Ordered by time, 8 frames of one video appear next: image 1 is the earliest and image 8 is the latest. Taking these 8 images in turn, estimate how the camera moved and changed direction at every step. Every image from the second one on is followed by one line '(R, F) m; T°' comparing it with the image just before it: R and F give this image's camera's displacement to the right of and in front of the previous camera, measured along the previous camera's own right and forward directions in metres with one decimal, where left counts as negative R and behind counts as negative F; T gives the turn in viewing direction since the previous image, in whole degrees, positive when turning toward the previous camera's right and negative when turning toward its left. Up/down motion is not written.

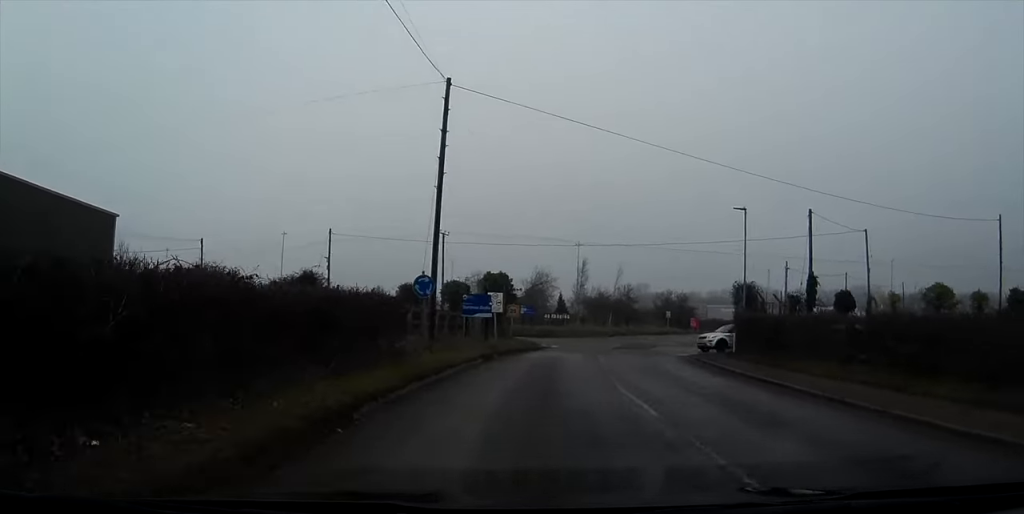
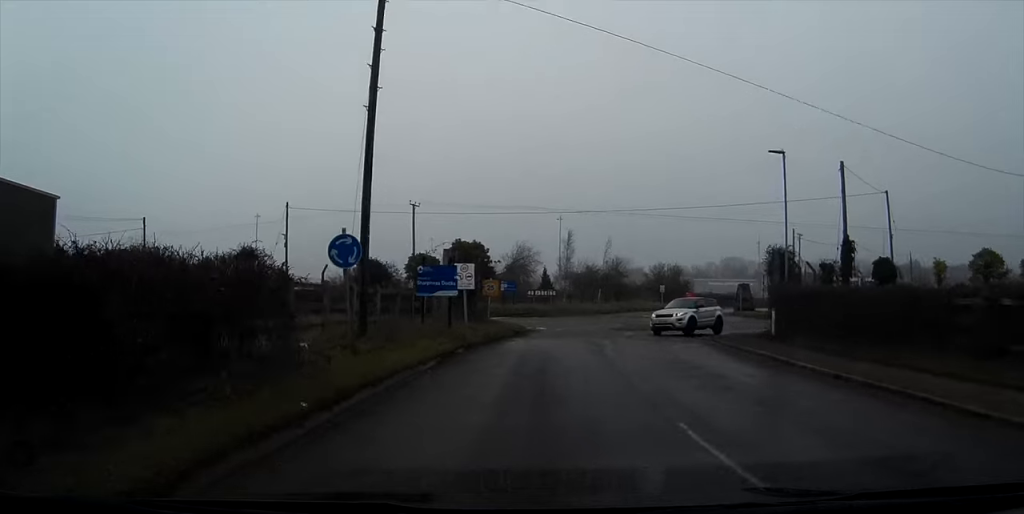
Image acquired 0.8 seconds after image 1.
(+0.1, +7.9) m; +2°
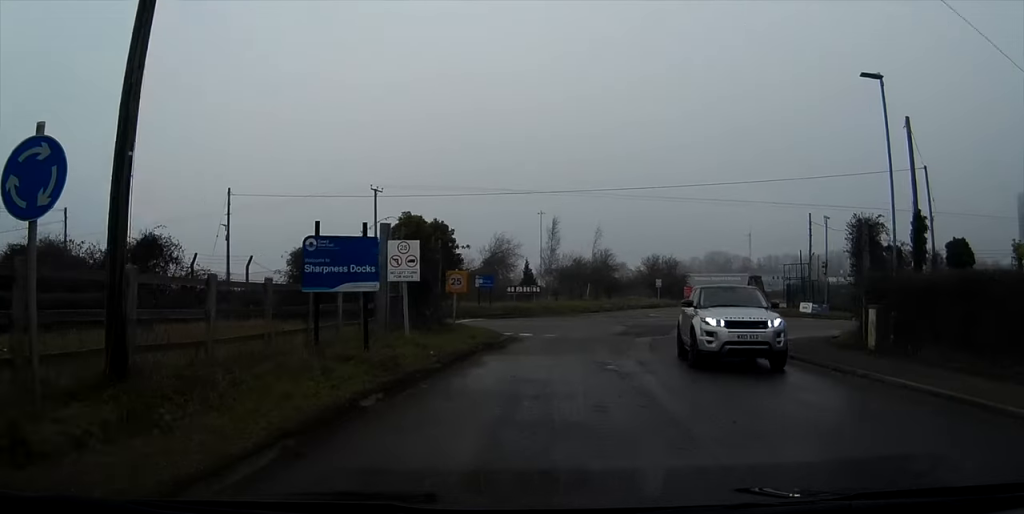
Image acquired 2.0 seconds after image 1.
(+0.2, +8.7) m; +2°
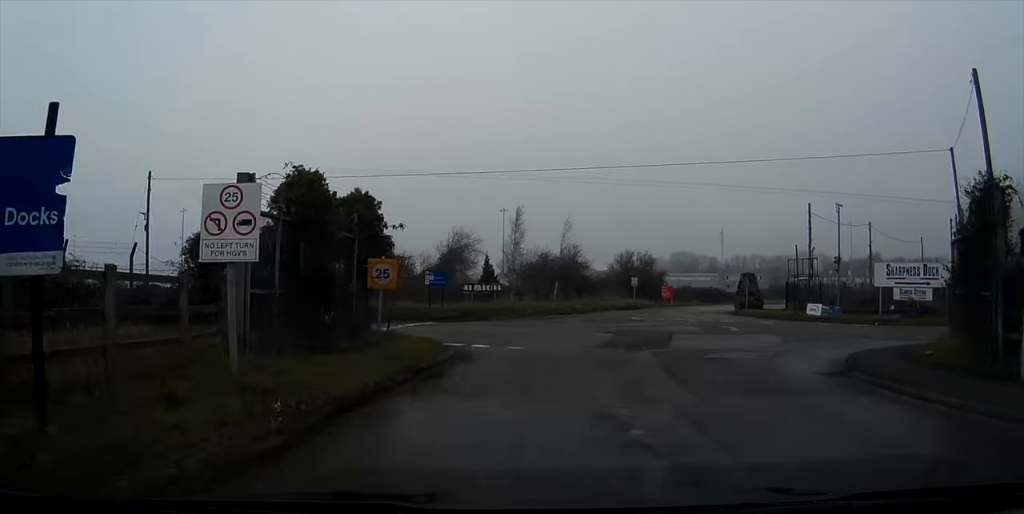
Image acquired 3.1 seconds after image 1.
(0.0, +4.7) m; +1°
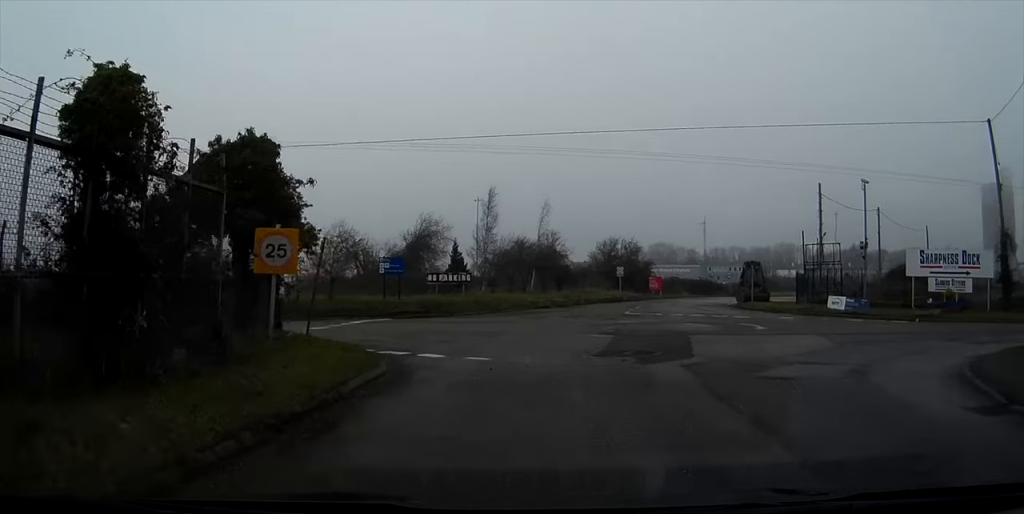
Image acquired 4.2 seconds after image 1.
(0.0, +4.1) m; +1°
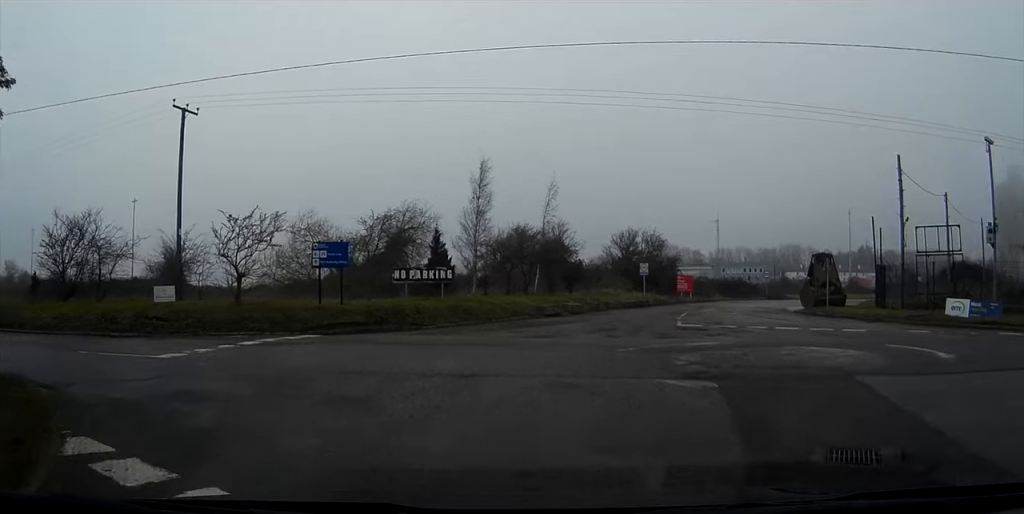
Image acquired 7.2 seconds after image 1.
(+0.2, +11.6) m; -6°
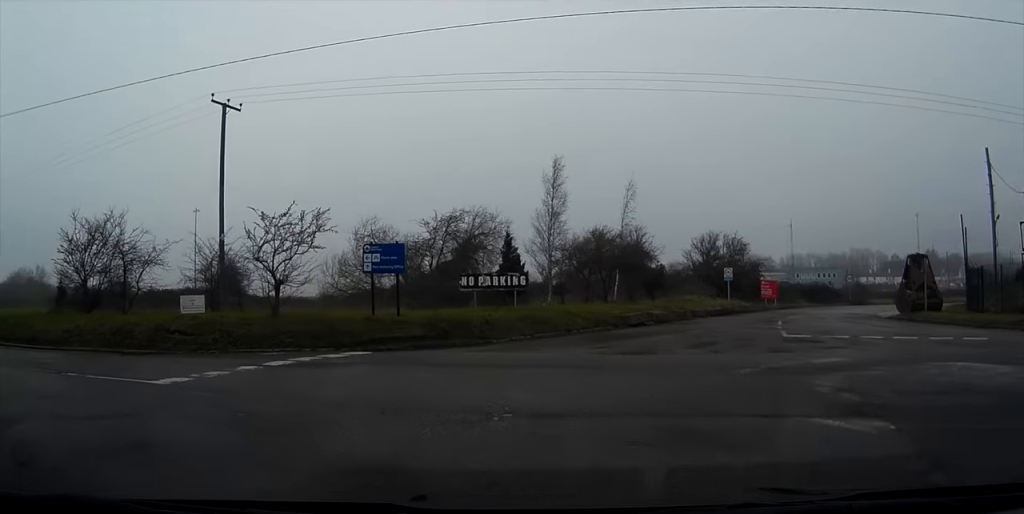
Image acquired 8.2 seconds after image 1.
(-0.3, +3.6) m; -17°
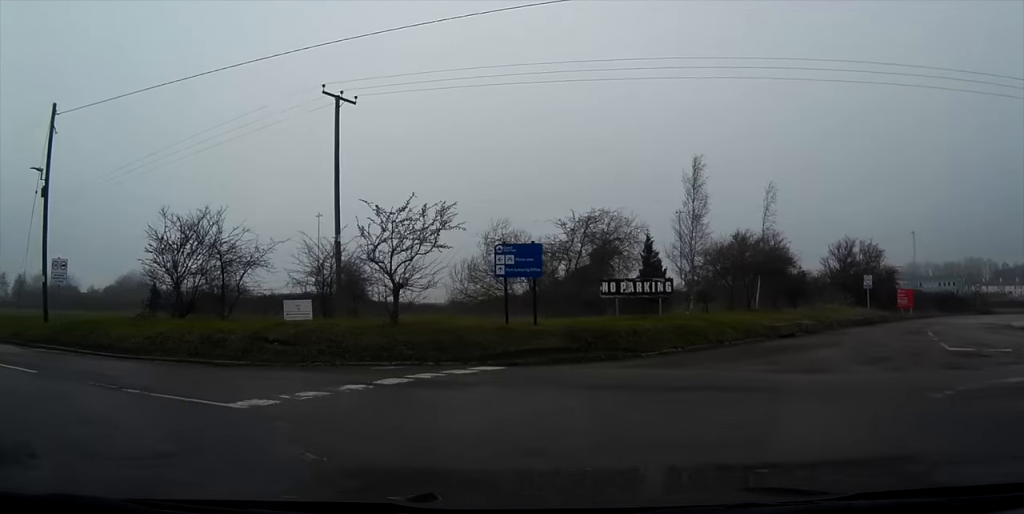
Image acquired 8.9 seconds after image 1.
(-0.5, +2.9) m; -14°
